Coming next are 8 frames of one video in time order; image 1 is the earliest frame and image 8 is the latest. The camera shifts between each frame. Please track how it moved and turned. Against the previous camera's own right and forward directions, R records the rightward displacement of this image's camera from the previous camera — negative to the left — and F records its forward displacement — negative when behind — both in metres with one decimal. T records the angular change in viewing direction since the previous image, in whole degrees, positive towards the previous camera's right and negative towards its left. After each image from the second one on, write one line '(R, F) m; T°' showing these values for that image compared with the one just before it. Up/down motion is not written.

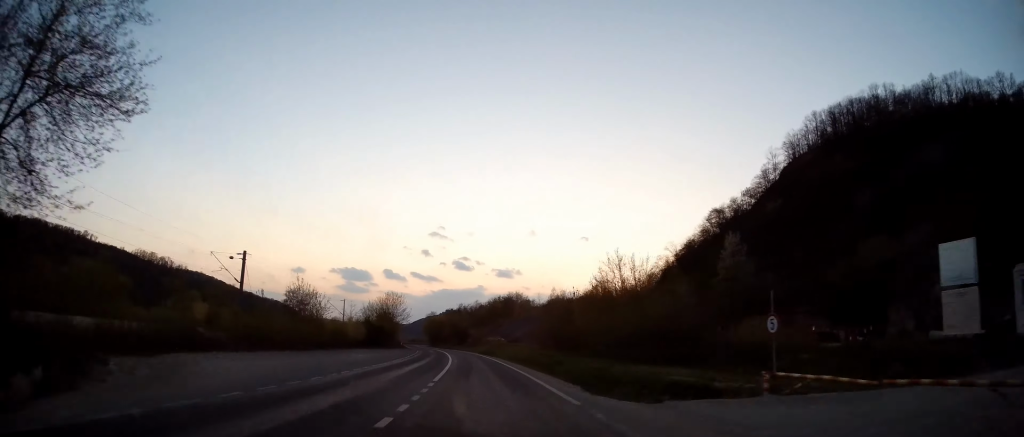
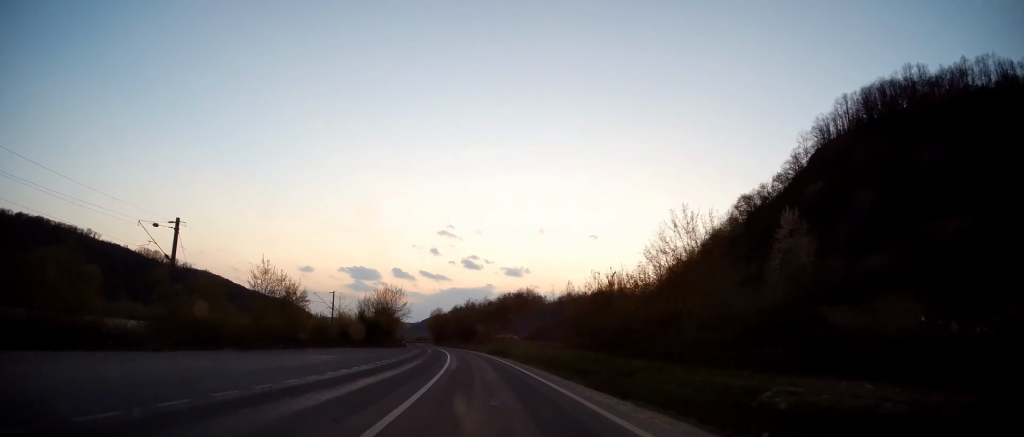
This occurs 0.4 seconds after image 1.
(-0.1, +12.6) m; 0°
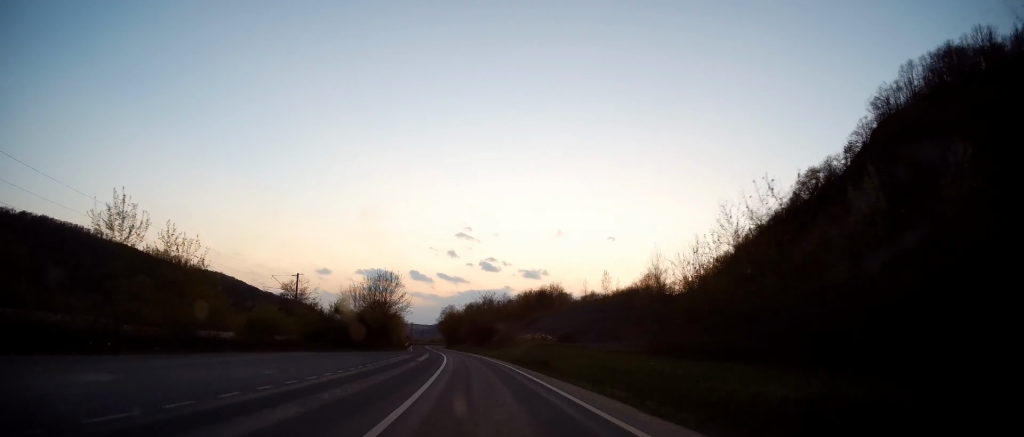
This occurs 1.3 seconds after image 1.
(-0.1, +24.3) m; -1°
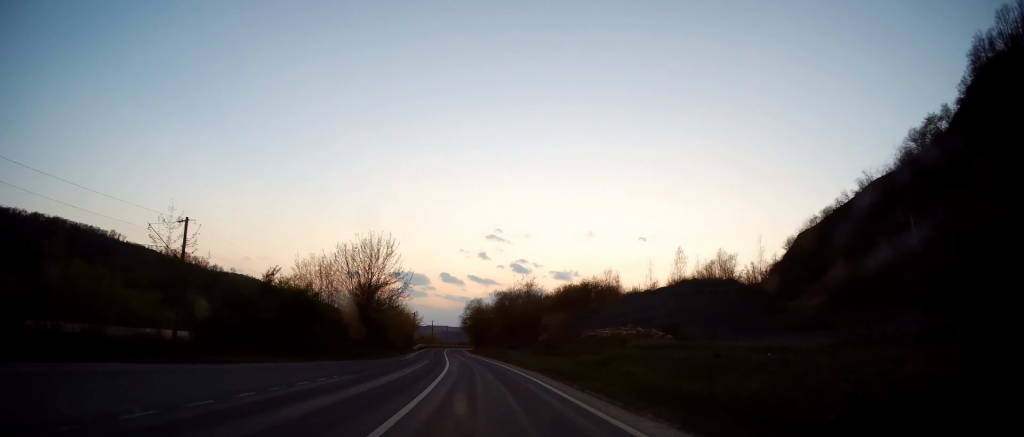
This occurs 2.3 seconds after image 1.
(-0.4, +30.1) m; -3°
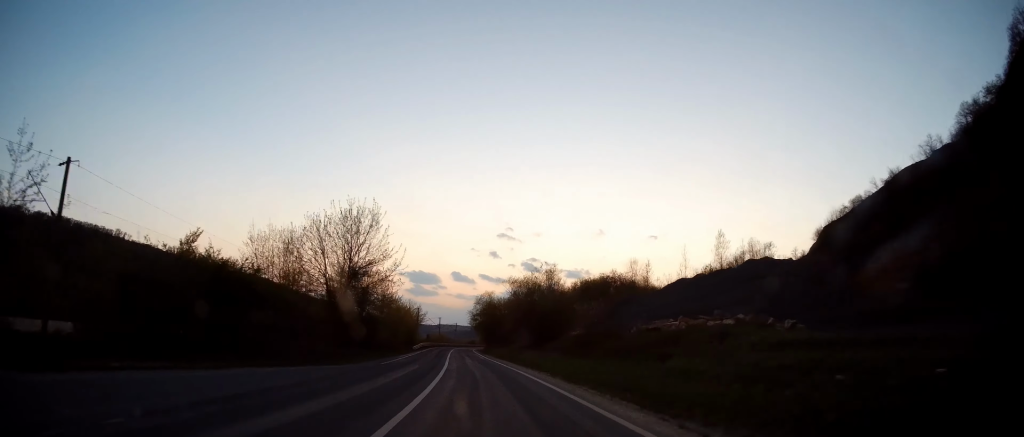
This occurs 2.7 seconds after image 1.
(-0.1, +12.6) m; -1°
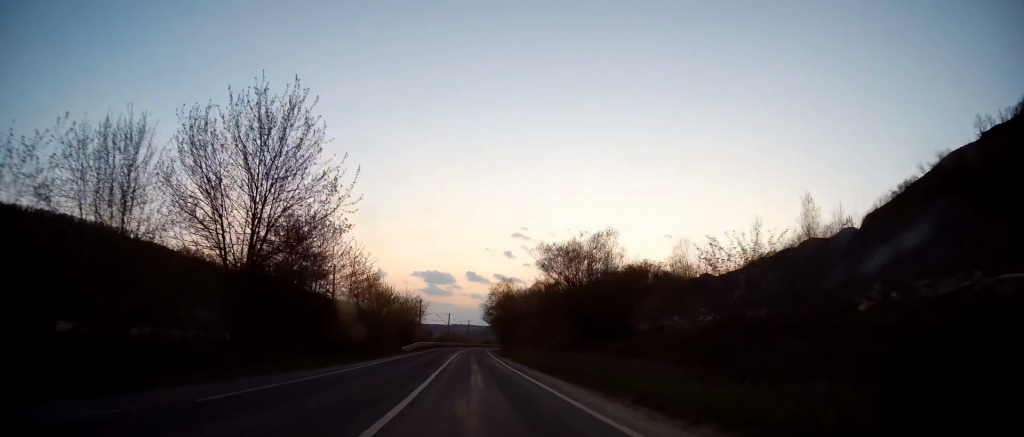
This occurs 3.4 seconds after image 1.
(-0.6, +20.3) m; -2°
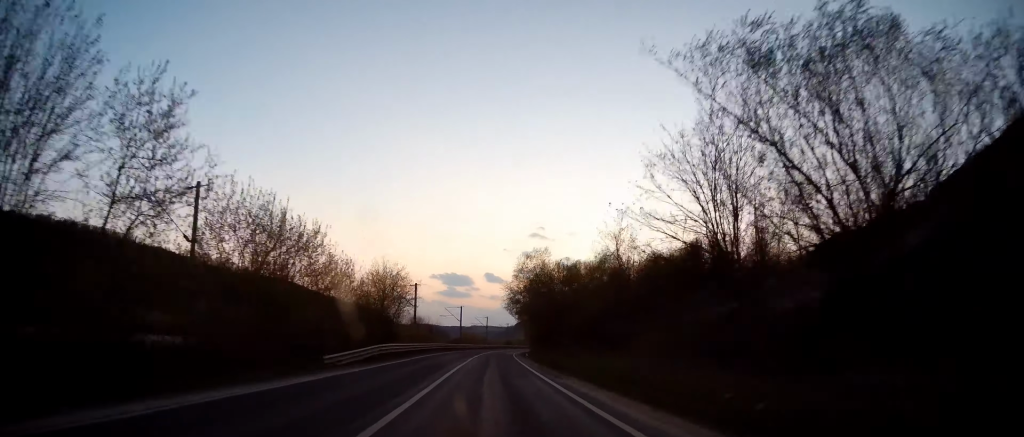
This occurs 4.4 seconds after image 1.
(-0.6, +28.9) m; -1°
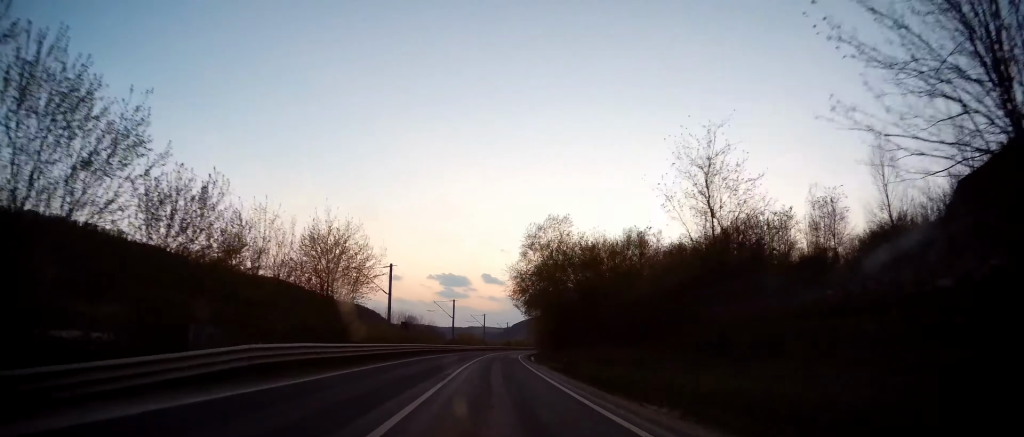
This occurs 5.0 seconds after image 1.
(0.0, +16.3) m; -1°
